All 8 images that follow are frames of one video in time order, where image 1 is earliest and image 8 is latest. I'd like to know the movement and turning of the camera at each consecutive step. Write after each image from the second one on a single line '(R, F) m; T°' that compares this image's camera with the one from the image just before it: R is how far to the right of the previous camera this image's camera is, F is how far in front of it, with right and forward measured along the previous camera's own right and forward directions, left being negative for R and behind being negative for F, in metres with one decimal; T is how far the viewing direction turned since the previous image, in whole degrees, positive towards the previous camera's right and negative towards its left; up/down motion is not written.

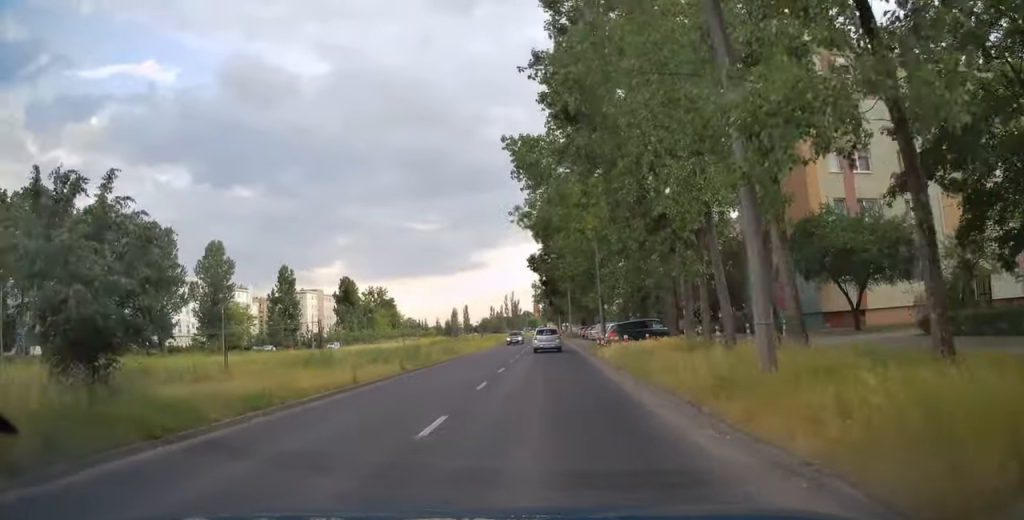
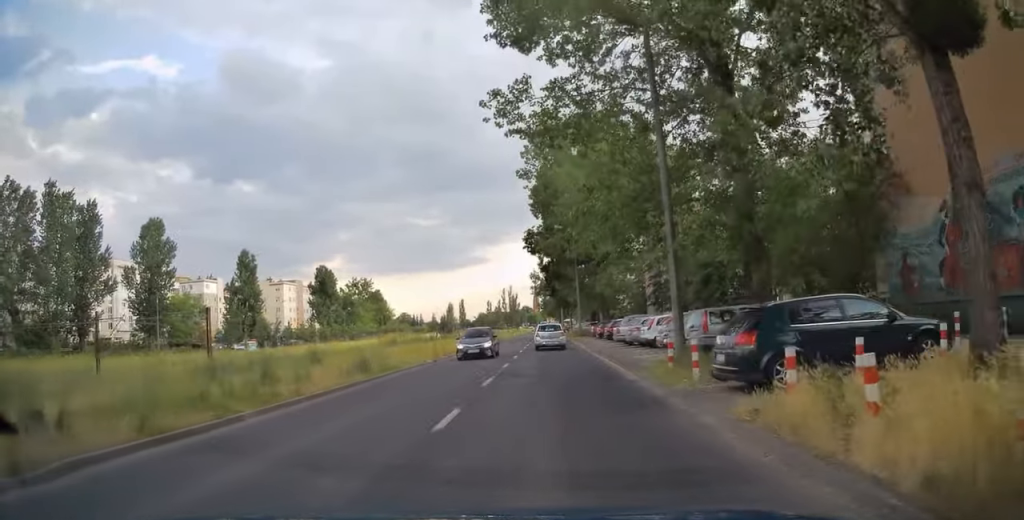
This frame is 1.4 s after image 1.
(-0.4, +18.5) m; -2°
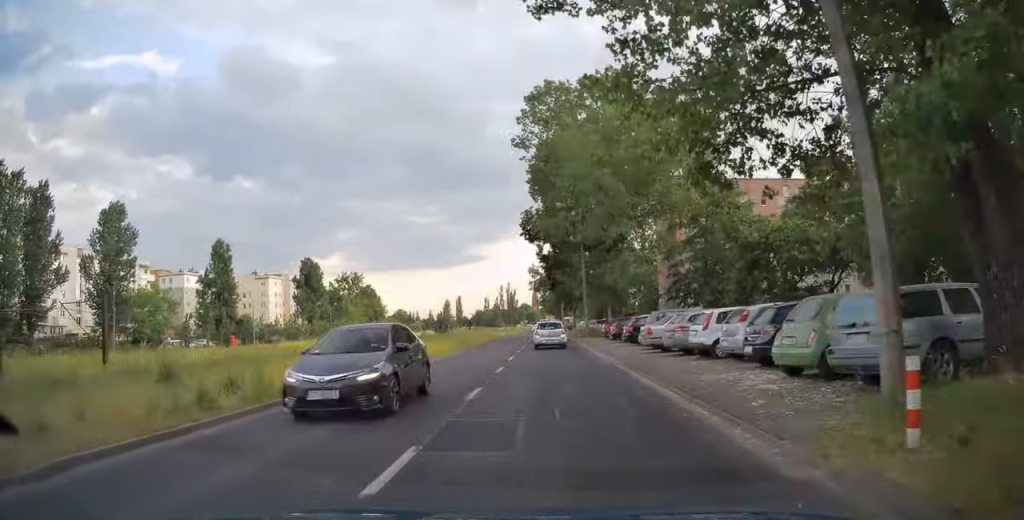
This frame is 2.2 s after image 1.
(-0.1, +9.5) m; 0°
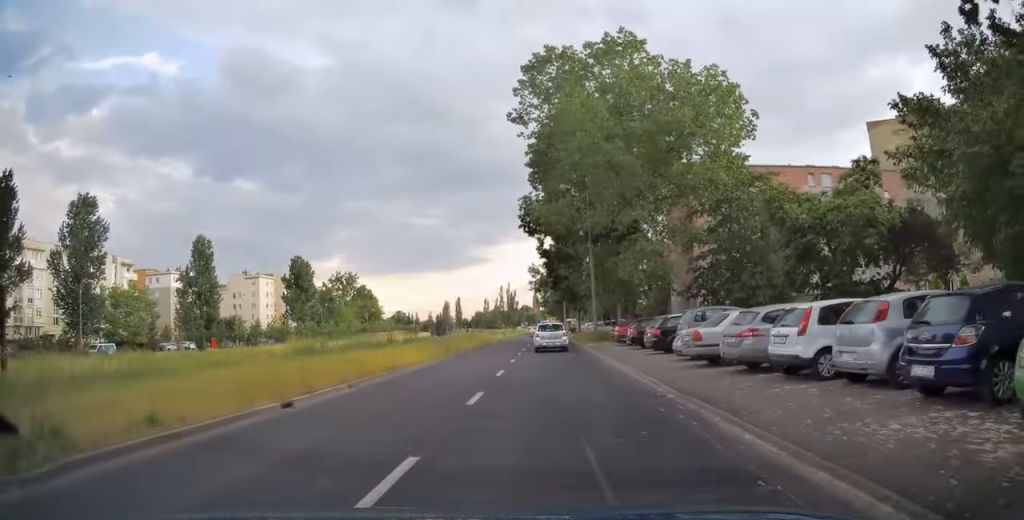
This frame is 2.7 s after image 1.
(+0.1, +6.7) m; 0°
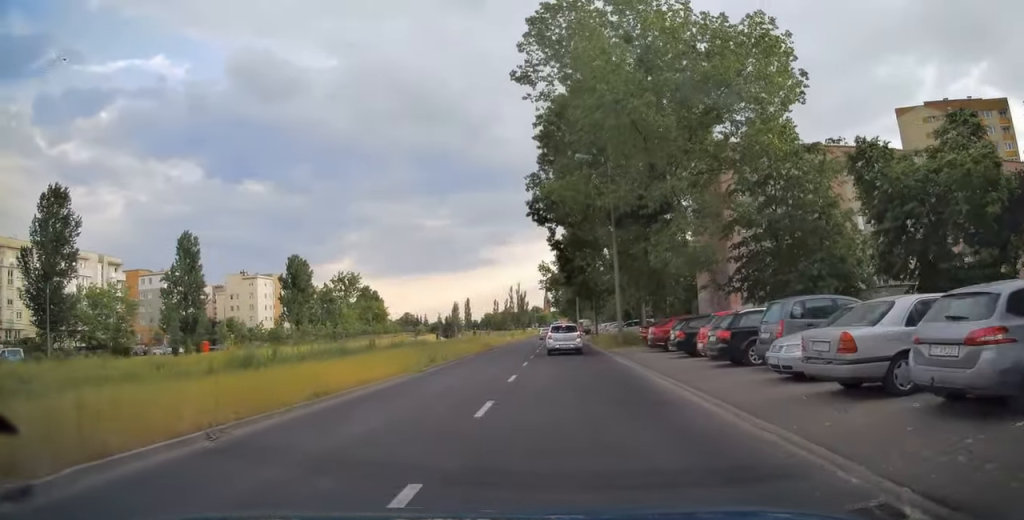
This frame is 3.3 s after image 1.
(+0.1, +7.4) m; 0°
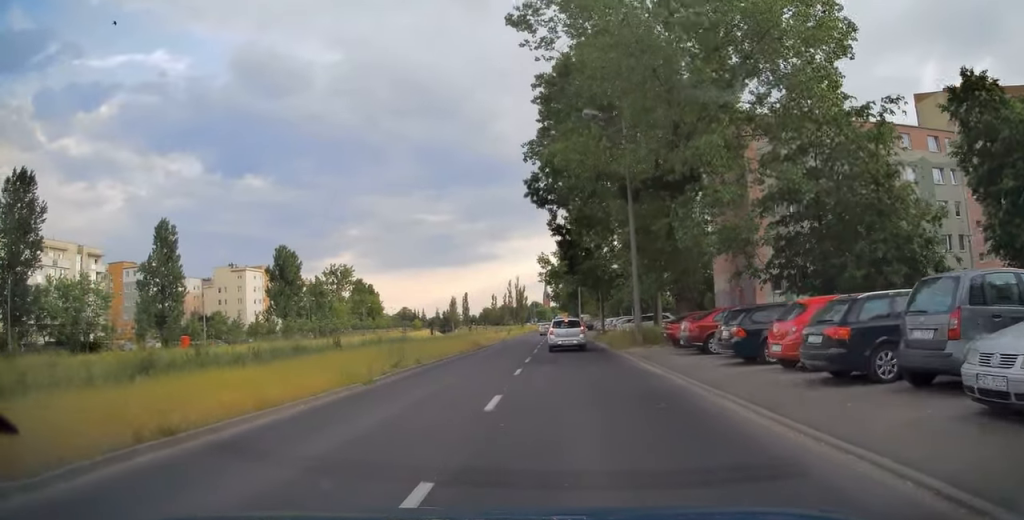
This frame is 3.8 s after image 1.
(0.0, +6.1) m; 0°
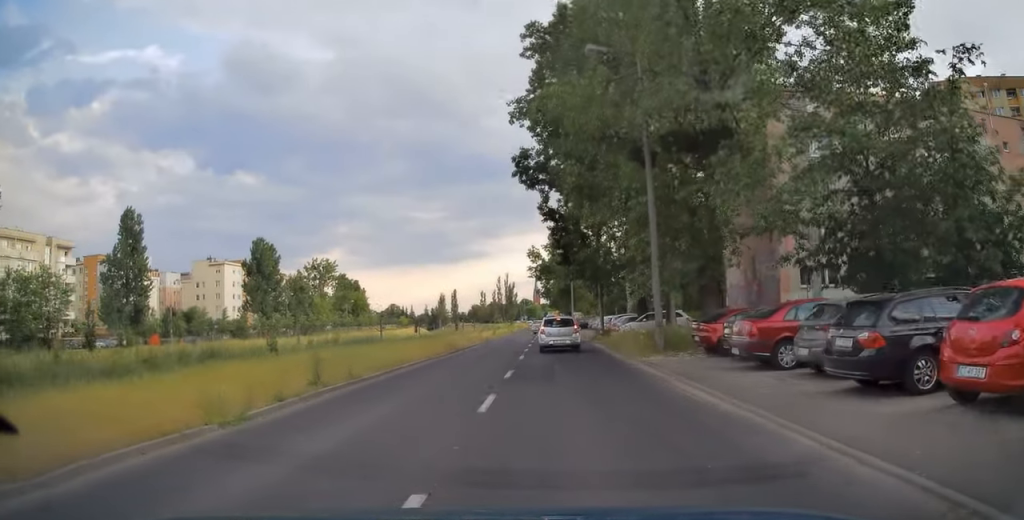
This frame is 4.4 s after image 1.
(0.0, +6.8) m; 0°
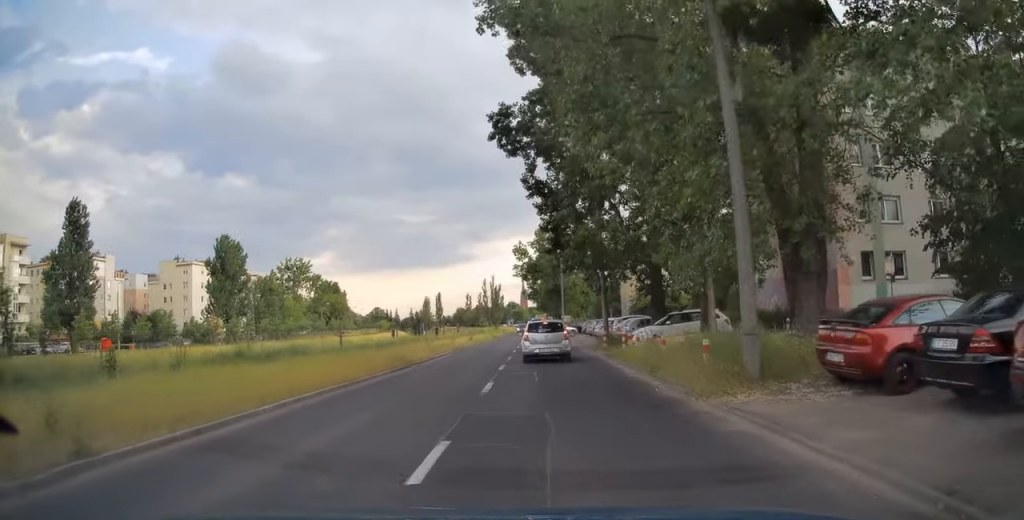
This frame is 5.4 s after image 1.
(-0.1, +10.1) m; +1°
